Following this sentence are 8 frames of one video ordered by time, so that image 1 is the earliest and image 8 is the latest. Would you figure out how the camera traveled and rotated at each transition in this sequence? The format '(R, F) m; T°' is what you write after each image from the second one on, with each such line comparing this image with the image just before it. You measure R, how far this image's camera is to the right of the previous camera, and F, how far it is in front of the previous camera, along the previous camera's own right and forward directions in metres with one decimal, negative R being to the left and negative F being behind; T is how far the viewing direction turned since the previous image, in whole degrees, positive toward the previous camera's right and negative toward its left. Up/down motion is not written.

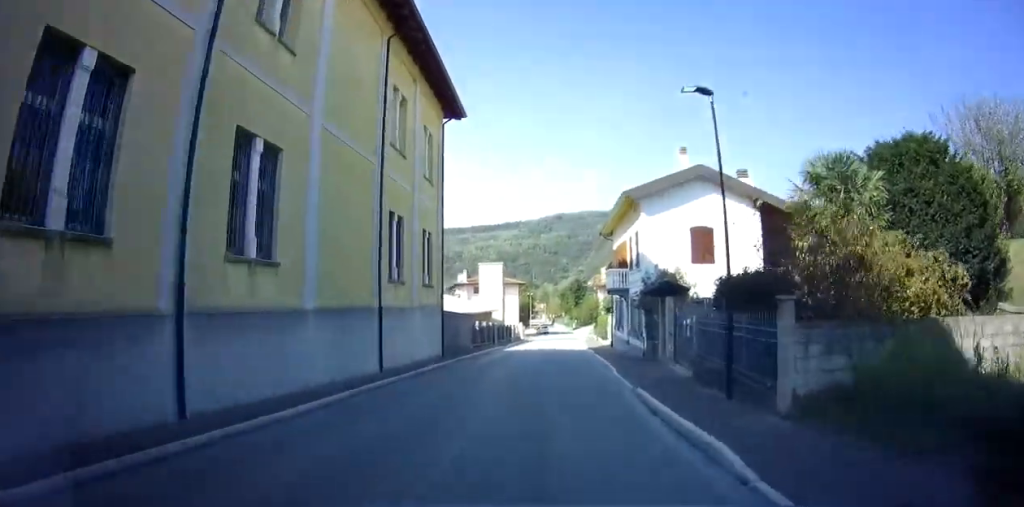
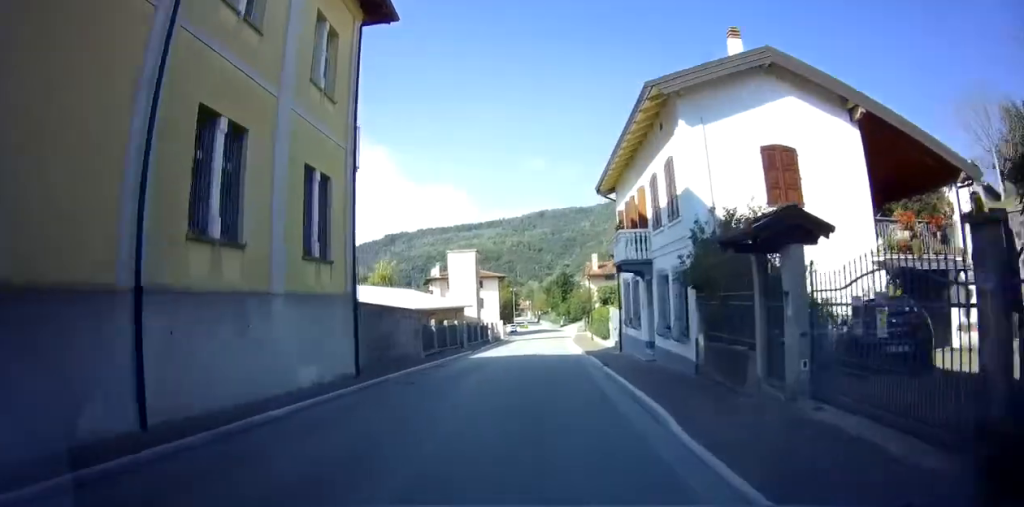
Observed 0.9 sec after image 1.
(+0.4, +9.5) m; +1°
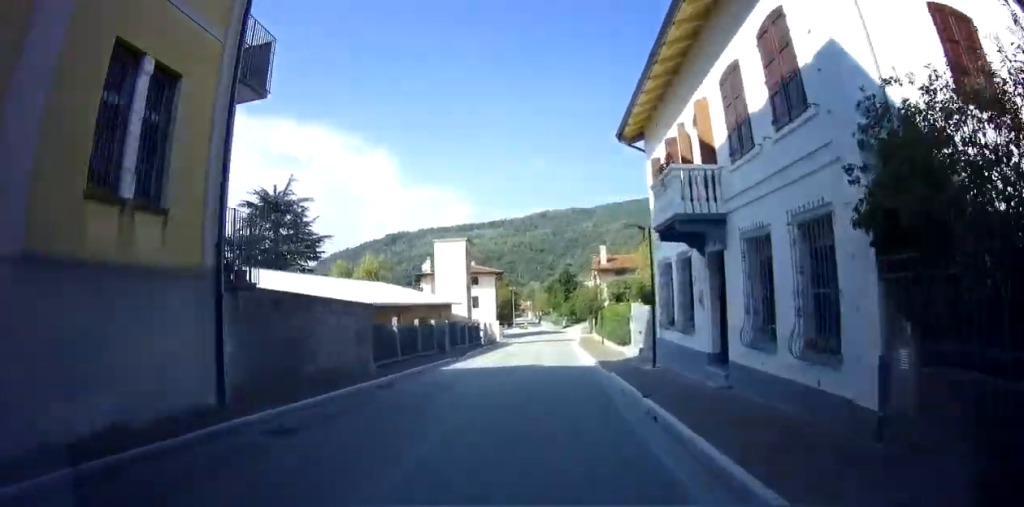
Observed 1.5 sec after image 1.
(-0.1, +6.9) m; 0°
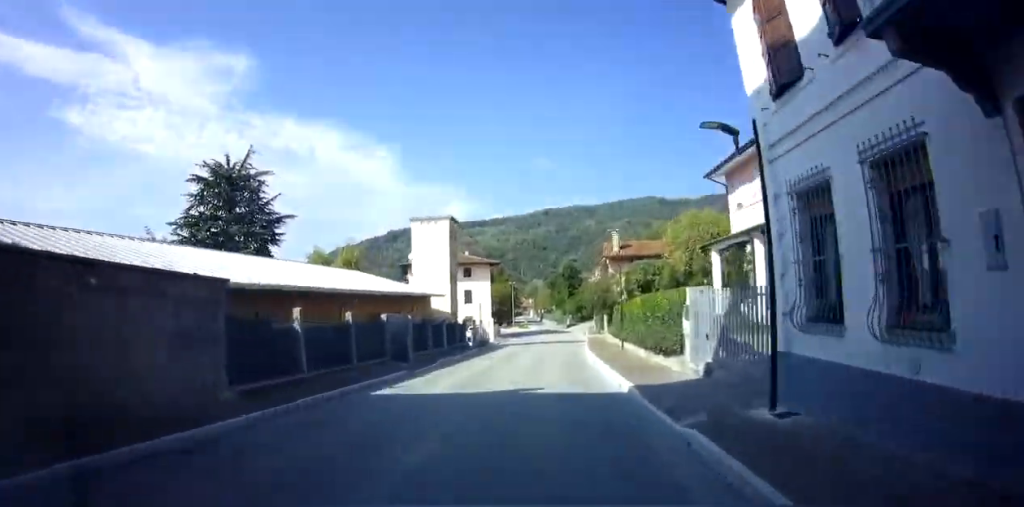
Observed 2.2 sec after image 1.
(-0.2, +8.3) m; 0°
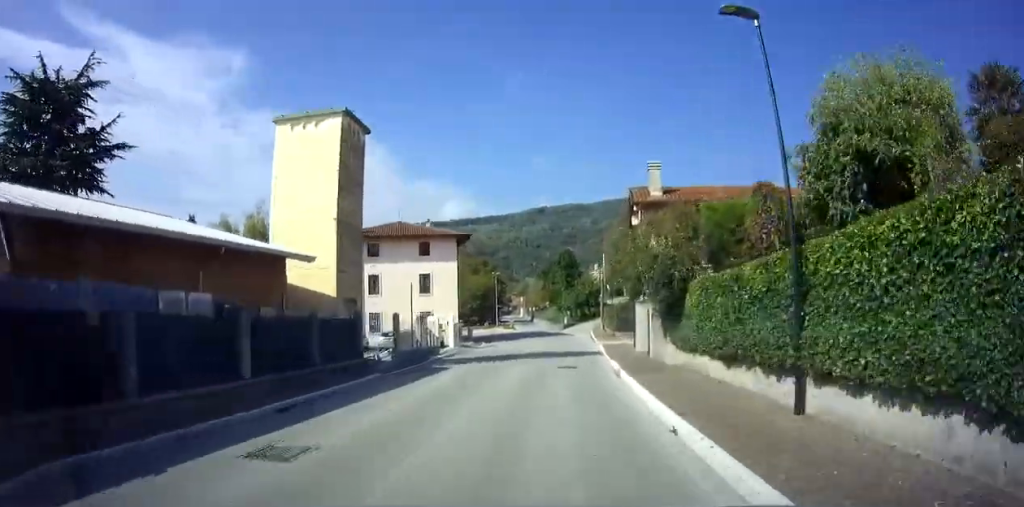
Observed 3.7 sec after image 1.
(+0.2, +19.1) m; +1°
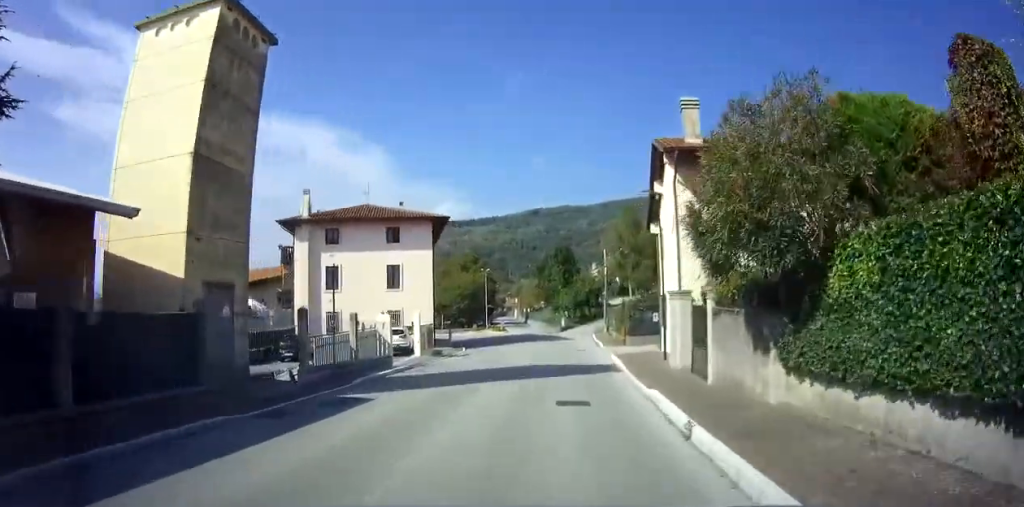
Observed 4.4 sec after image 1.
(0.0, +7.8) m; +1°
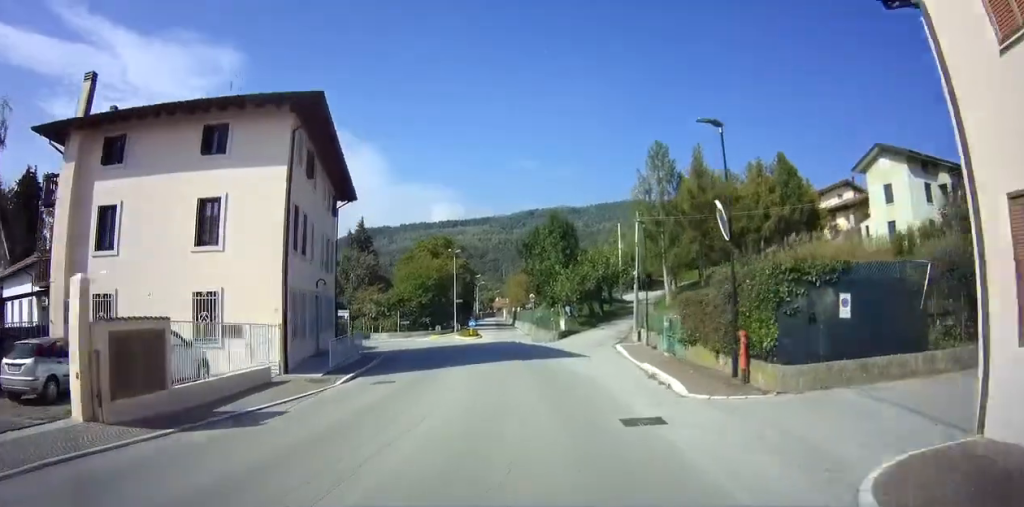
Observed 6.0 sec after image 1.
(+0.2, +20.1) m; 0°
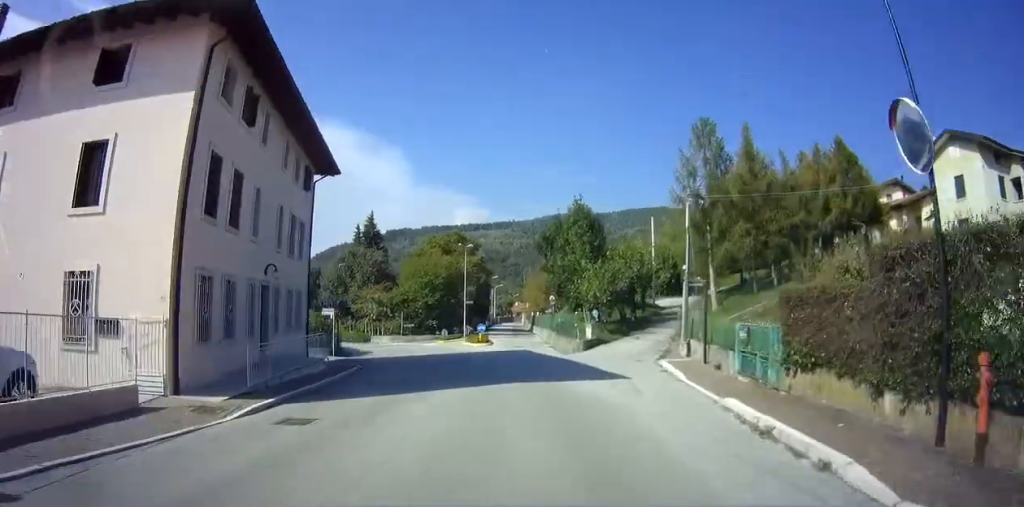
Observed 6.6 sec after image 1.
(0.0, +6.3) m; -3°
